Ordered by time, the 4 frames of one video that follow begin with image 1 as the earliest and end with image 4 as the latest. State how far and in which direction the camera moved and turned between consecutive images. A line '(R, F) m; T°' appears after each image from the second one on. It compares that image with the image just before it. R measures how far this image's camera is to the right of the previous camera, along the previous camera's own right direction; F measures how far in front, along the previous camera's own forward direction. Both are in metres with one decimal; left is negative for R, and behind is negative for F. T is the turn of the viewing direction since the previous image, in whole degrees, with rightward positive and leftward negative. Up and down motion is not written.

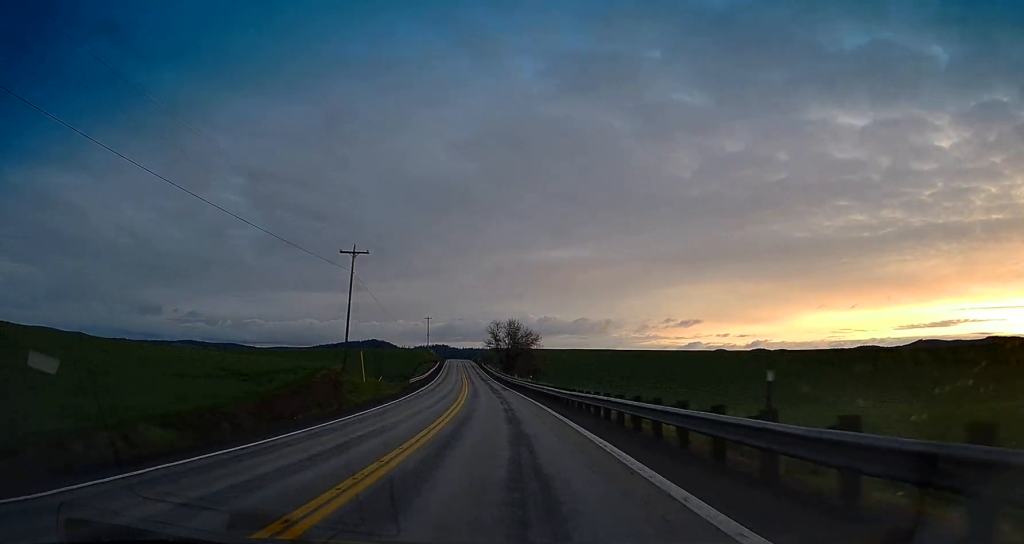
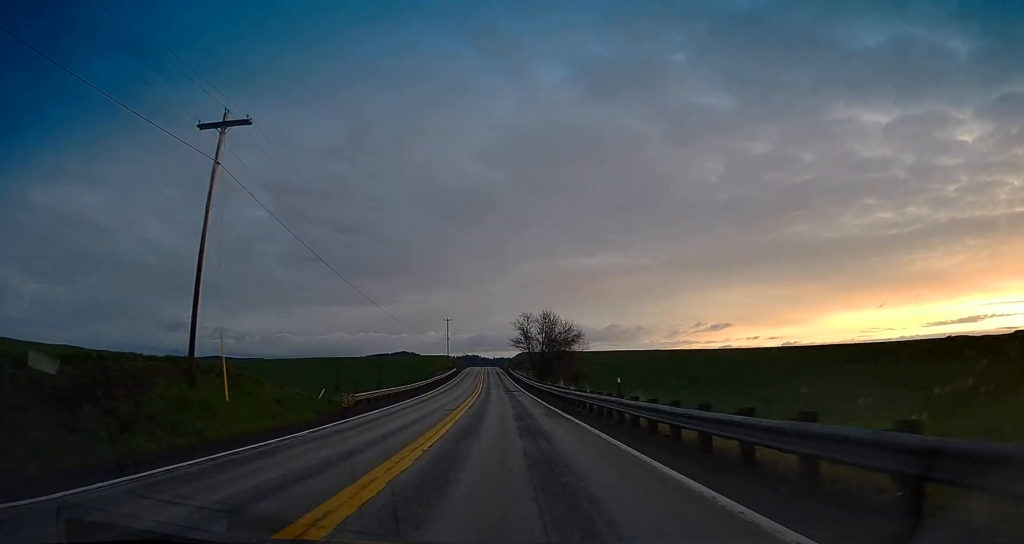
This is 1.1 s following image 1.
(-0.9, +29.7) m; -5°
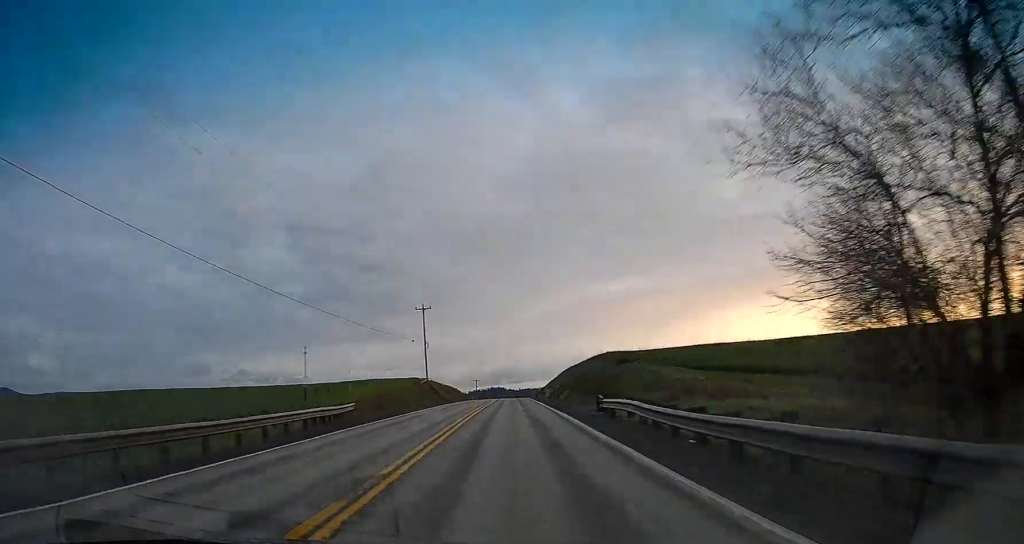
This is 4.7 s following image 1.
(-8.3, +95.4) m; -8°
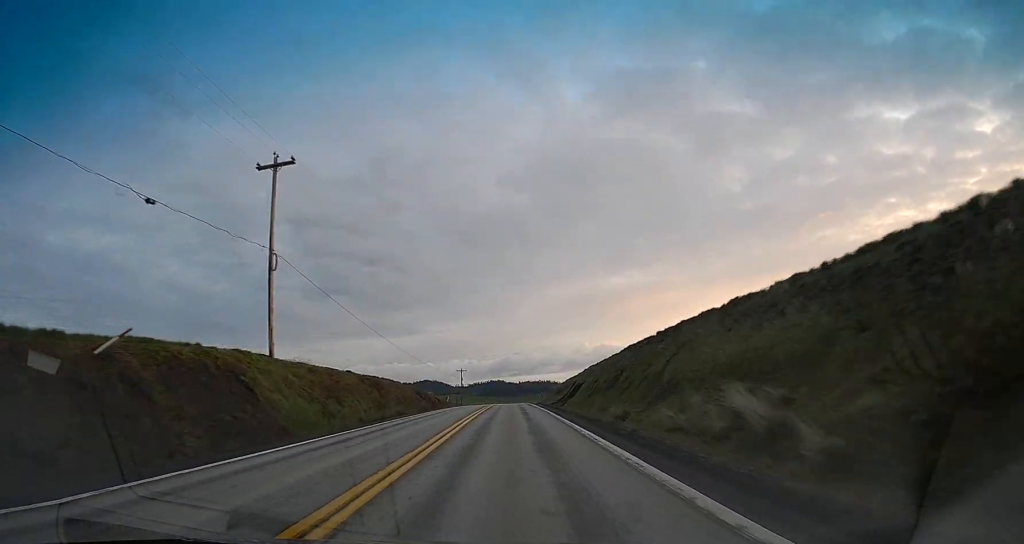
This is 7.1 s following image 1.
(0.0, +62.7) m; 0°
